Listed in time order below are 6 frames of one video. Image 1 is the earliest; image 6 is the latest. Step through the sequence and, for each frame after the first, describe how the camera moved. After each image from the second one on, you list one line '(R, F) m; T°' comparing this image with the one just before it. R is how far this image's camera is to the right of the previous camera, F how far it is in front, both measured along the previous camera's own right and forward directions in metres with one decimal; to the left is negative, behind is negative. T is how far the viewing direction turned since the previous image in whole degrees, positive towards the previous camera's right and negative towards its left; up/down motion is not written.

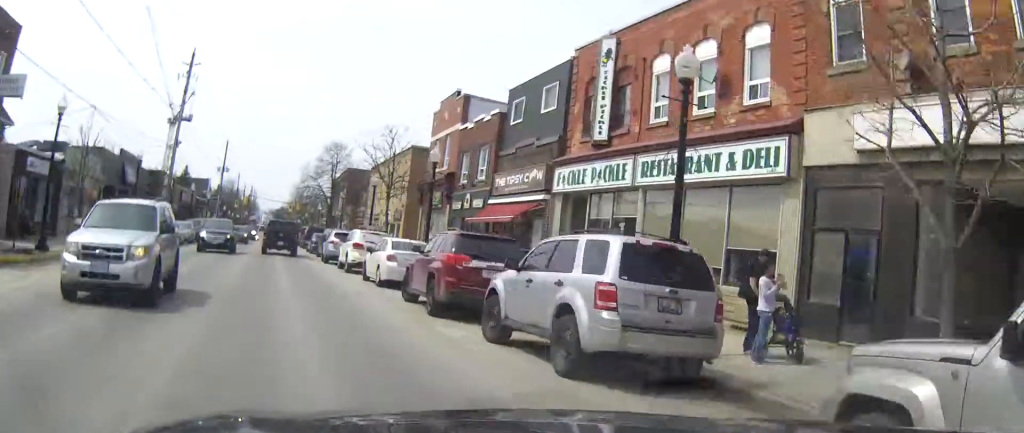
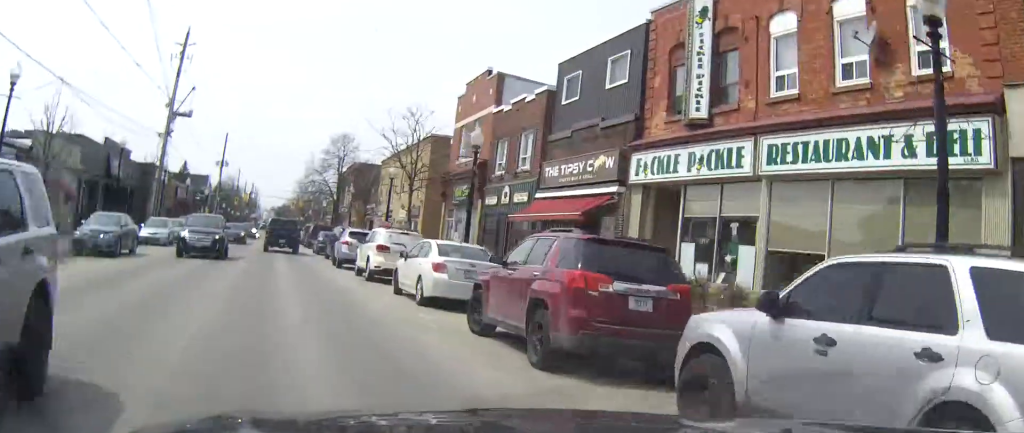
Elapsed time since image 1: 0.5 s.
(0.0, +5.6) m; 0°
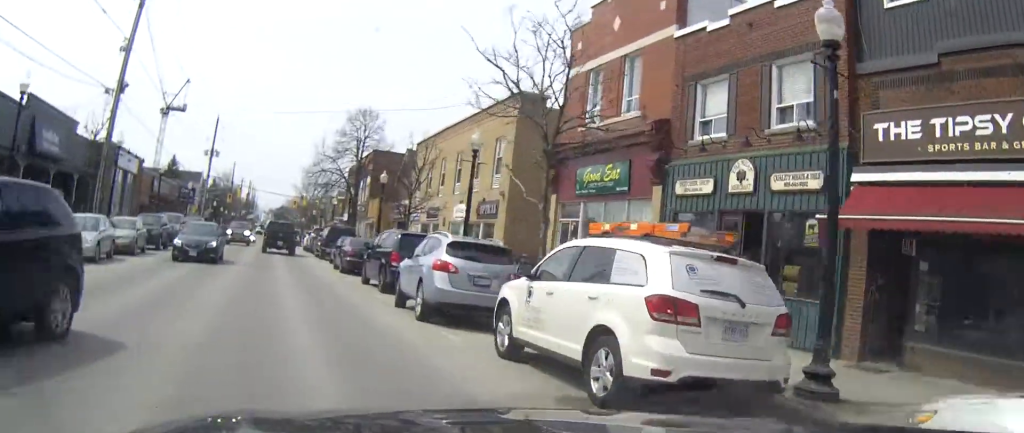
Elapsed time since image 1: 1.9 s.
(0.0, +15.6) m; 0°
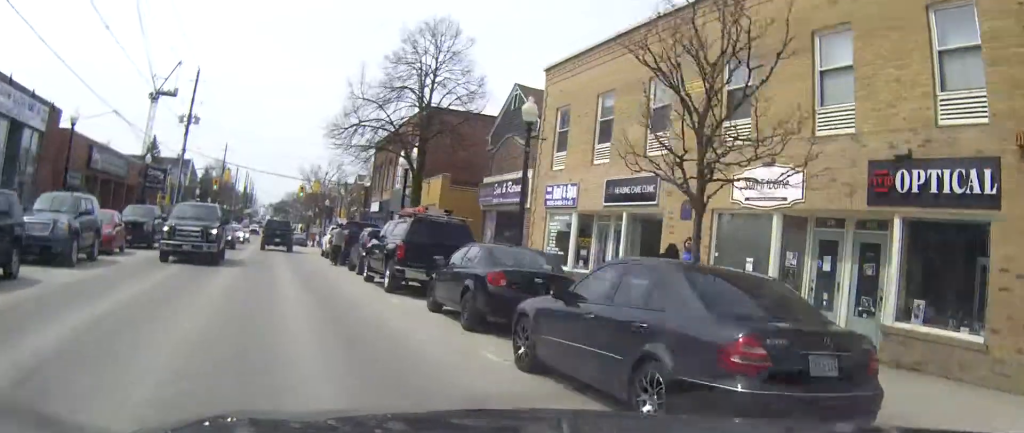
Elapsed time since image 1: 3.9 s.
(+0.1, +22.4) m; 0°
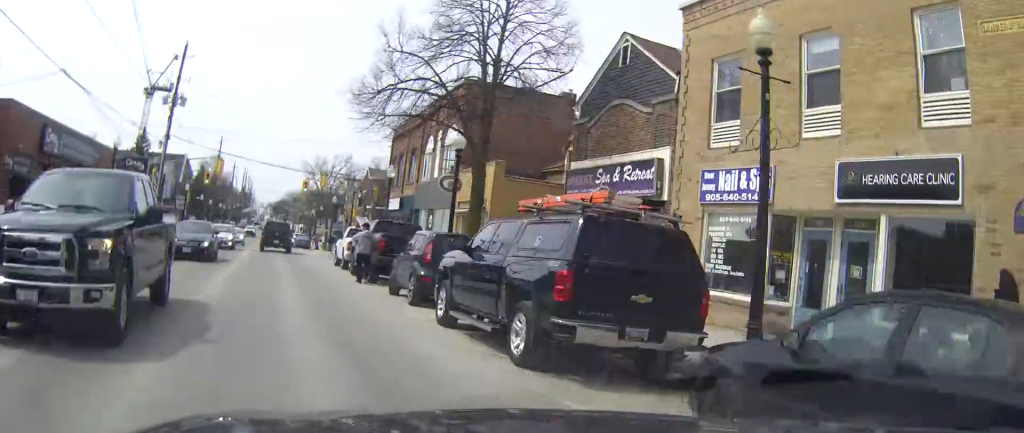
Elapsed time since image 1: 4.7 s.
(0.0, +9.8) m; 0°
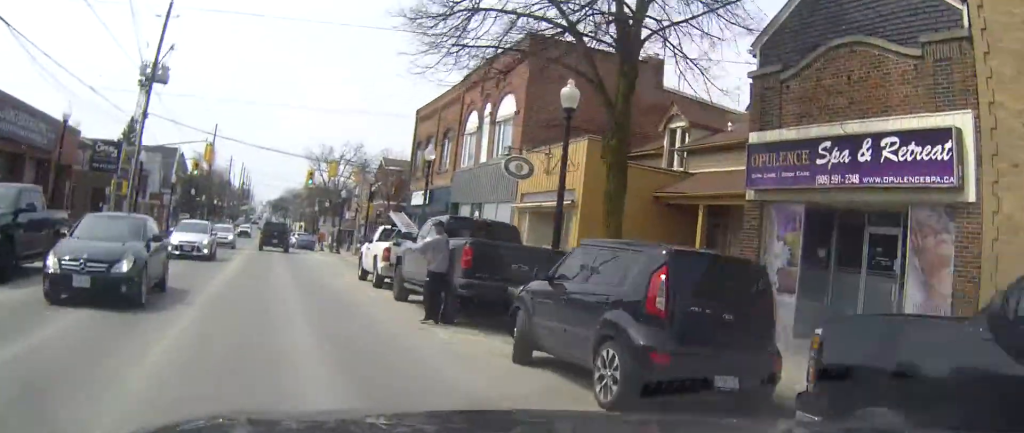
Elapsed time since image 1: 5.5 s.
(0.0, +9.7) m; 0°
